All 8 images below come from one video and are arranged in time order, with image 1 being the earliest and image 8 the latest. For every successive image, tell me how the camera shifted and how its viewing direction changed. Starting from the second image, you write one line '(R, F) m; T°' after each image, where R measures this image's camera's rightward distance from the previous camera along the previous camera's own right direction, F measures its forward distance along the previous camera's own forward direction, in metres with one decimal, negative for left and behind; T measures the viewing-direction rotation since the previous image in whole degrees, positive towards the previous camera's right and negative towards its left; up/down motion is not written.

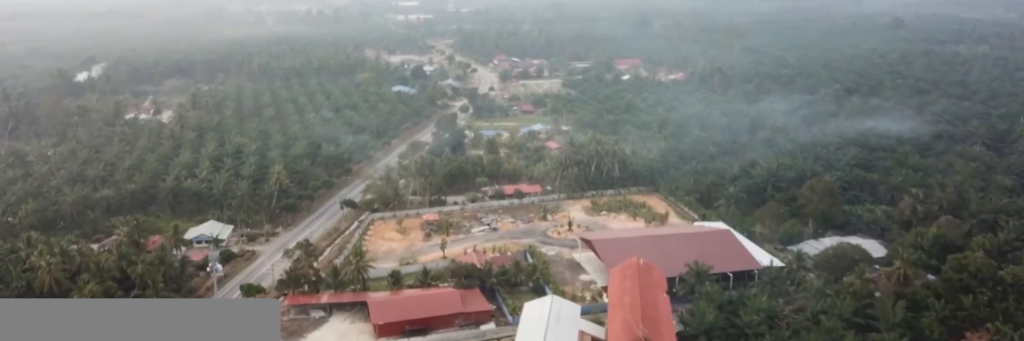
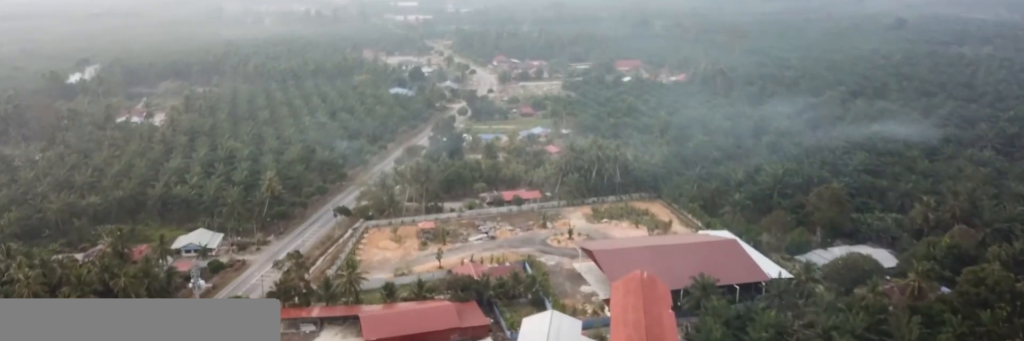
(0.0, +7.7) m; 0°
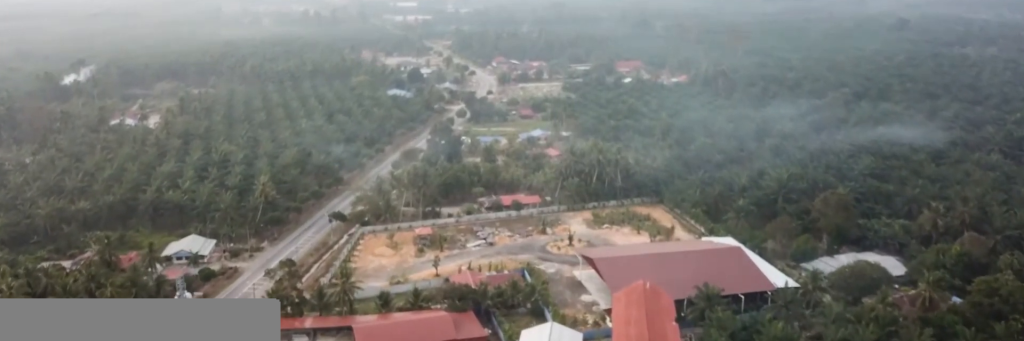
(0.0, +5.3) m; 0°
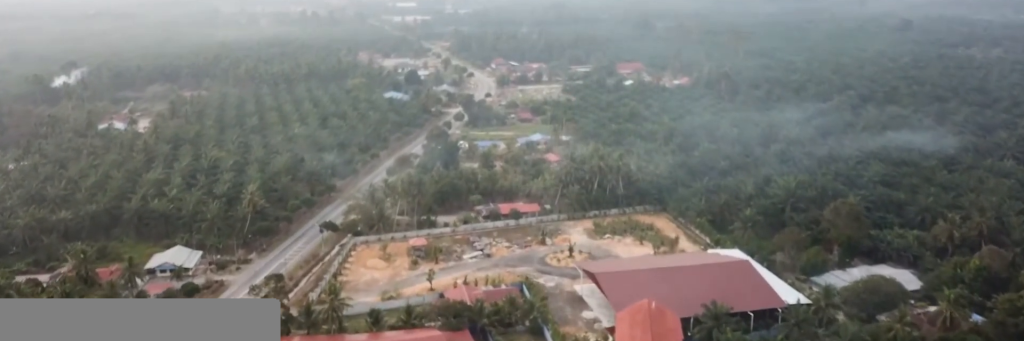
(0.0, +9.7) m; 0°
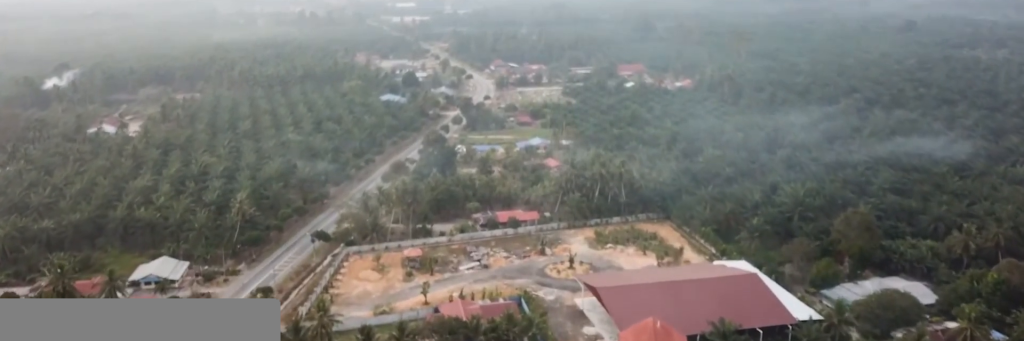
(0.0, +8.3) m; 0°
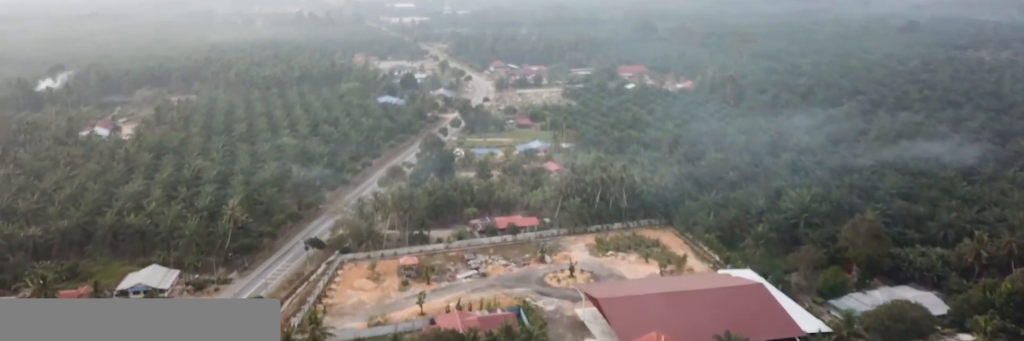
(0.0, +6.0) m; 0°
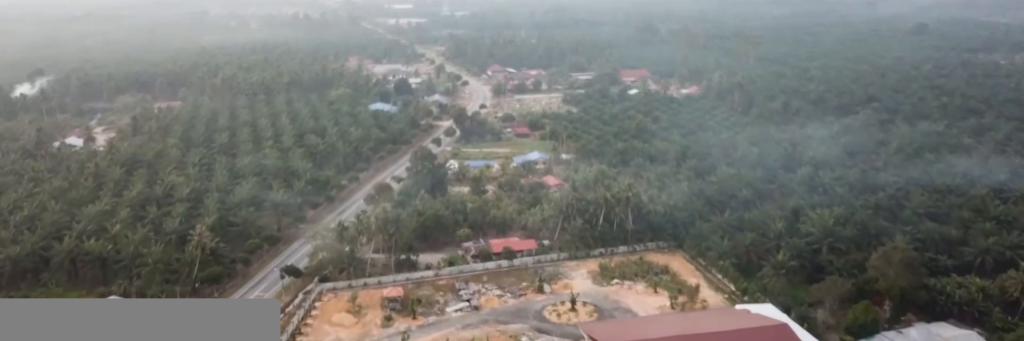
(0.0, +21.0) m; 0°
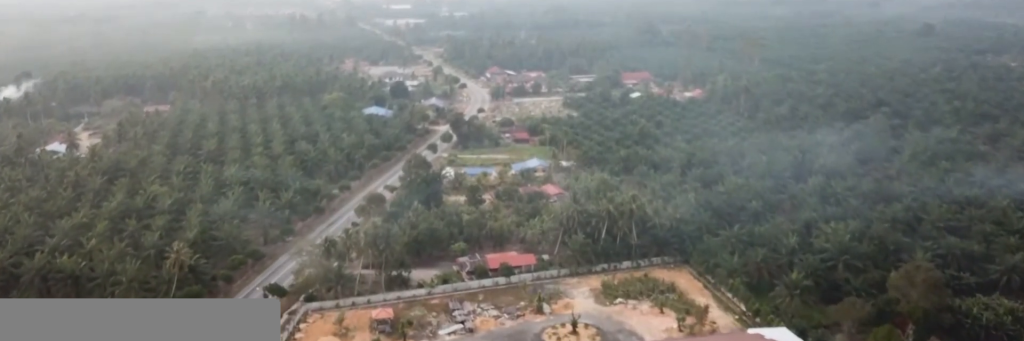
(0.0, +12.4) m; 0°
